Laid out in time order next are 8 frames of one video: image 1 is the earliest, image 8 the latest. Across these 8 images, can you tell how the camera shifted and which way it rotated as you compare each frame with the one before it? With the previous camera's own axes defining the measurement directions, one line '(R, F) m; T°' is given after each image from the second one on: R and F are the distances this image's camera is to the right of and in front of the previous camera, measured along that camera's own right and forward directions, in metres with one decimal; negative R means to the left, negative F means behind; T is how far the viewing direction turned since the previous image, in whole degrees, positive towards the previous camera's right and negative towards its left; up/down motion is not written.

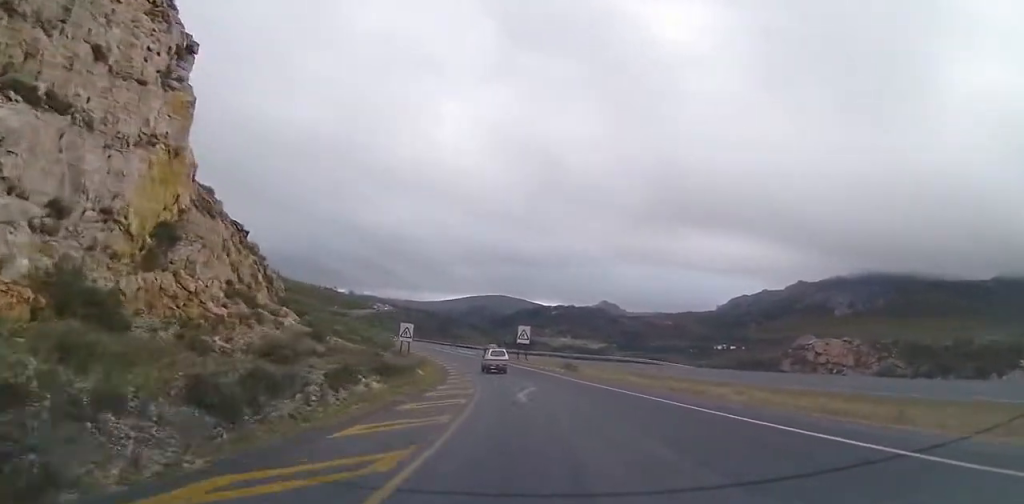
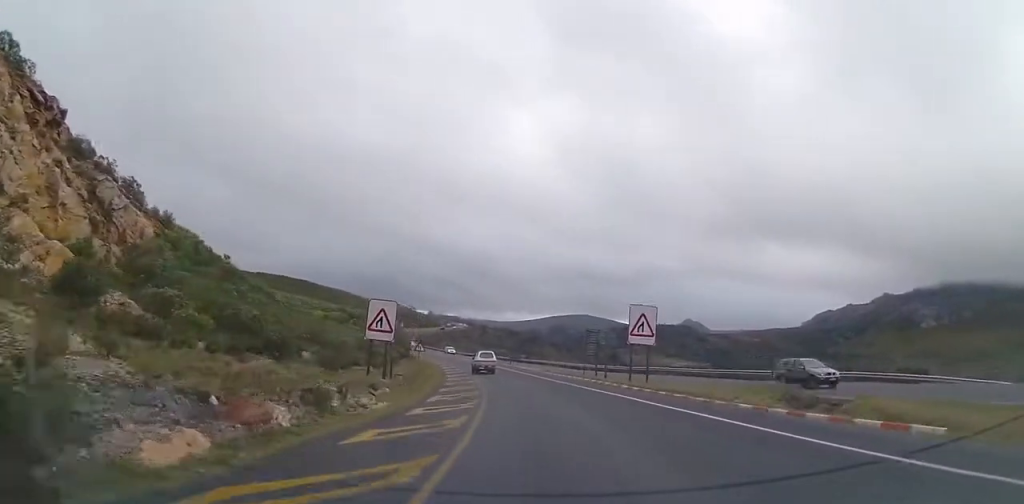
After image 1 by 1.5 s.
(-2.8, +43.0) m; -6°
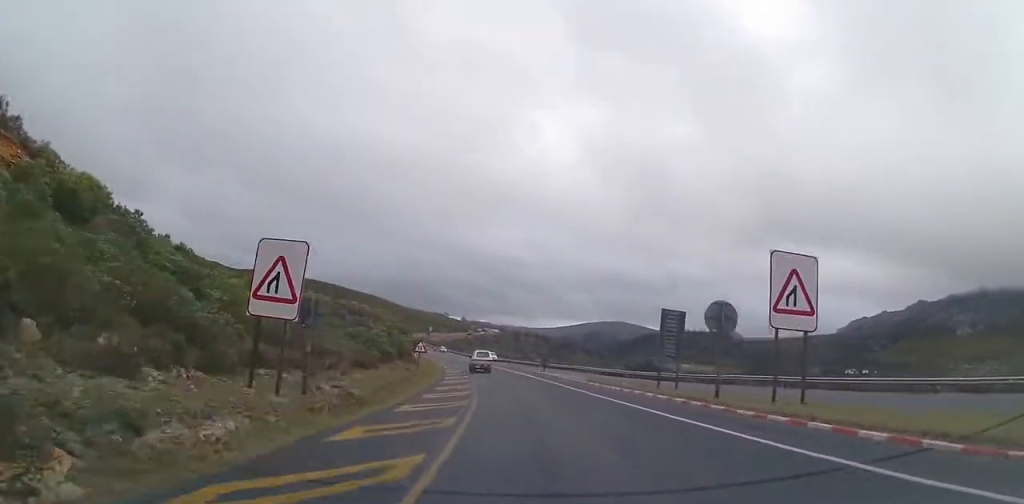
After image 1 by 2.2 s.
(-0.4, +18.0) m; -3°
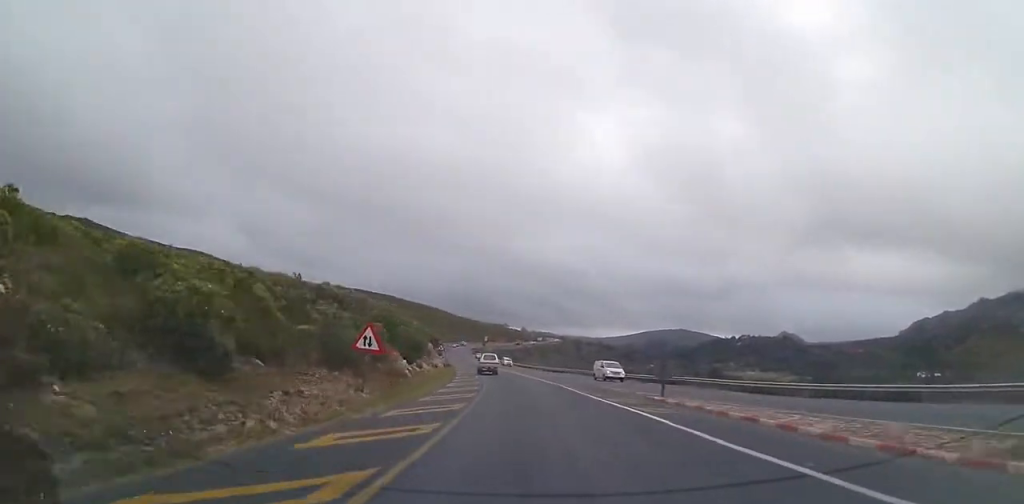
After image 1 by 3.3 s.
(-2.0, +31.4) m; -7°
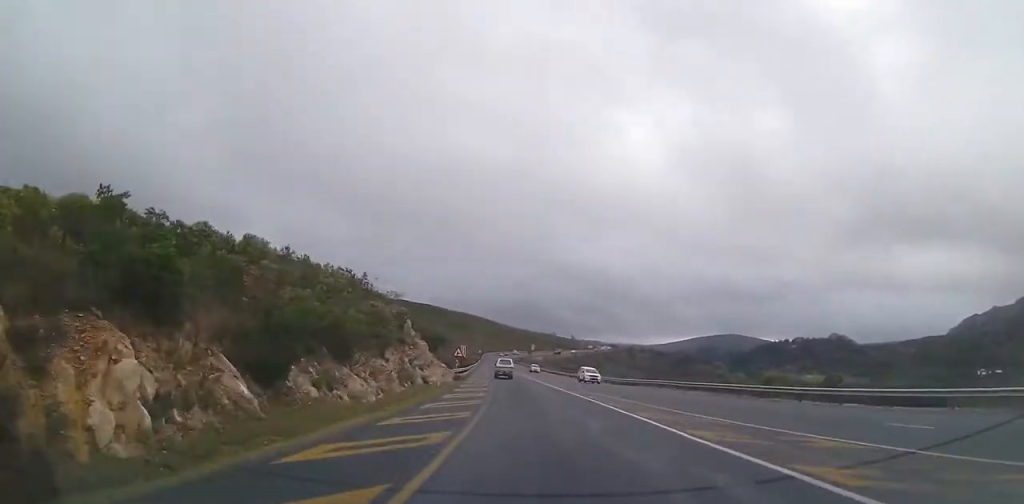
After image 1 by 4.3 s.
(-1.6, +31.1) m; -5°
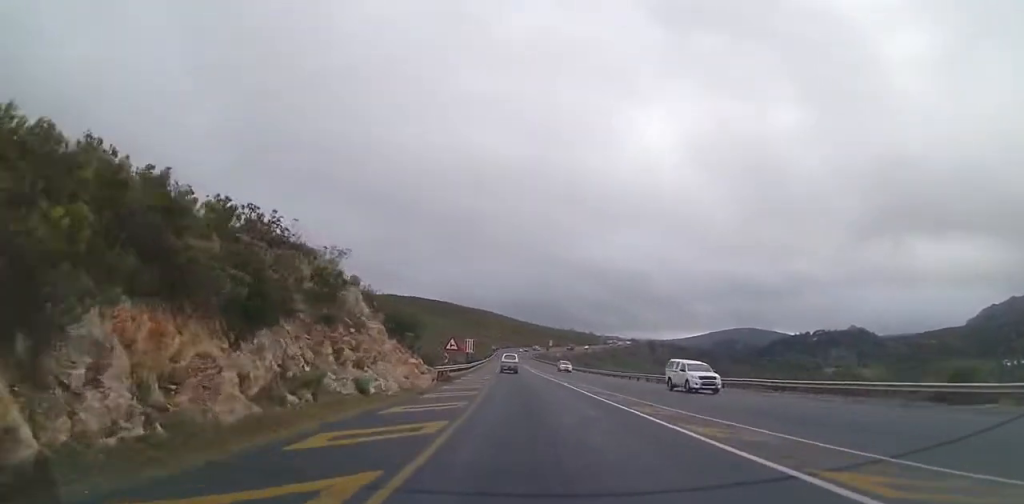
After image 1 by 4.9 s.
(-0.4, +17.7) m; -2°
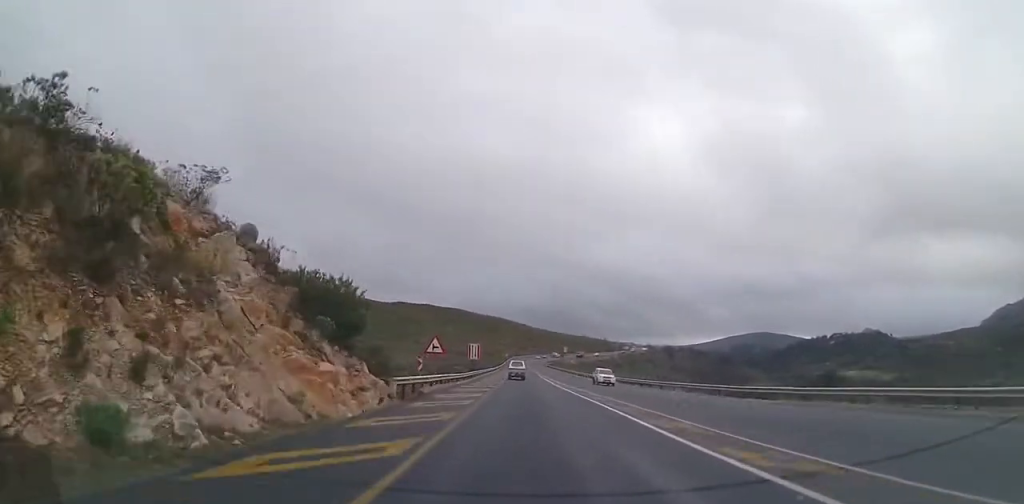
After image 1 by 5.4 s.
(-0.3, +14.7) m; -1°
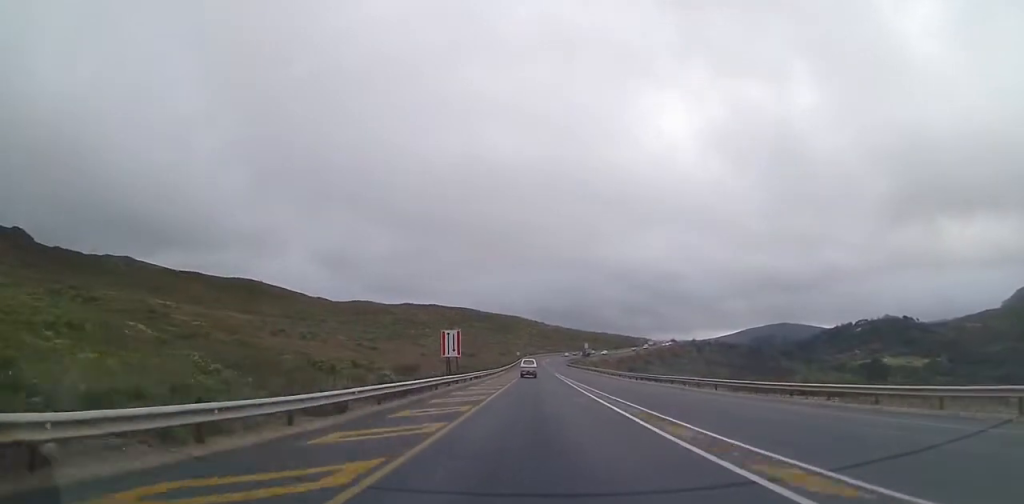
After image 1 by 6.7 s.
(-0.9, +38.2) m; -2°
